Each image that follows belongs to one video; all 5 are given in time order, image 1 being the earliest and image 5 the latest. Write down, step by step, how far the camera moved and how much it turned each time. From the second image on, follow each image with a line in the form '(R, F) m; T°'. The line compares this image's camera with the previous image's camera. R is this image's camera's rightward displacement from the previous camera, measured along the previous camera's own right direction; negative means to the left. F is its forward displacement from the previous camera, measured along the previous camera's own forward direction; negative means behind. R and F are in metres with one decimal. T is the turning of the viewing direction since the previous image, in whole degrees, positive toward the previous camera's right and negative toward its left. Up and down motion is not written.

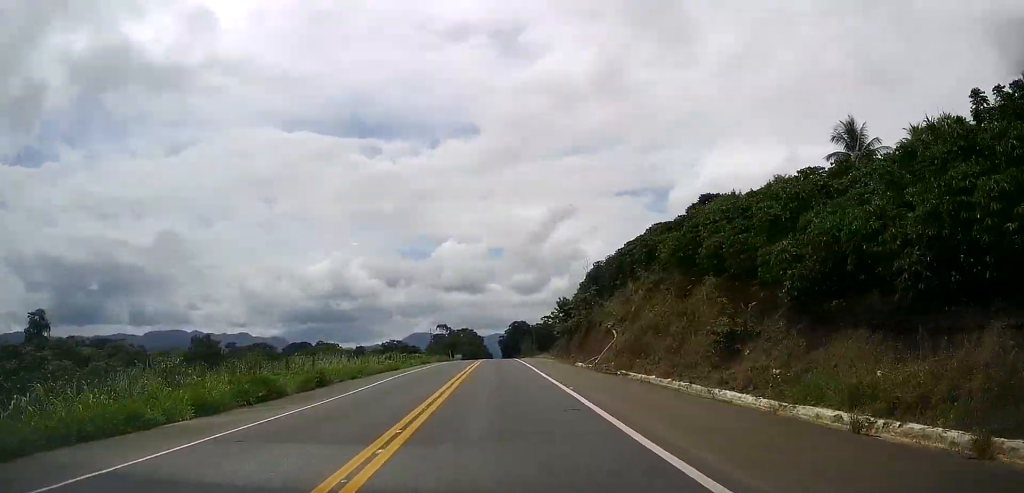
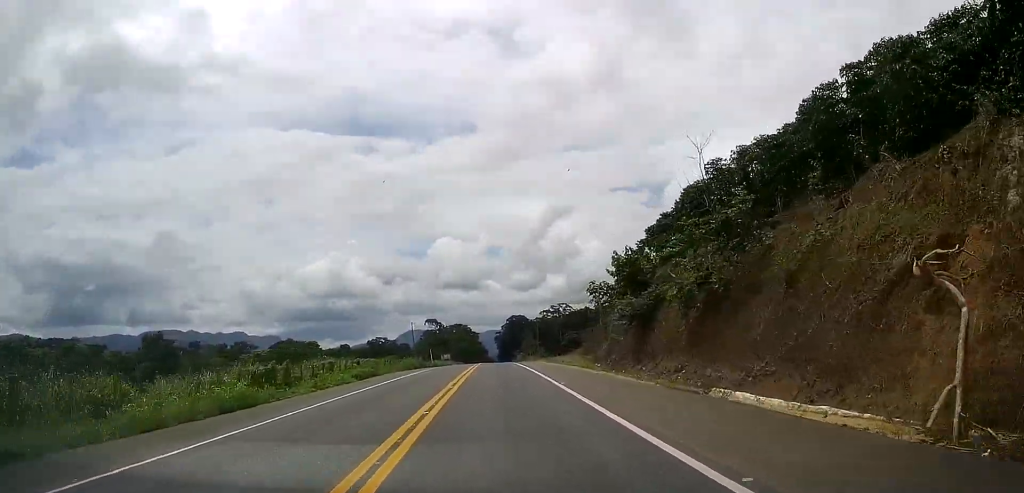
(-0.9, +28.8) m; -2°
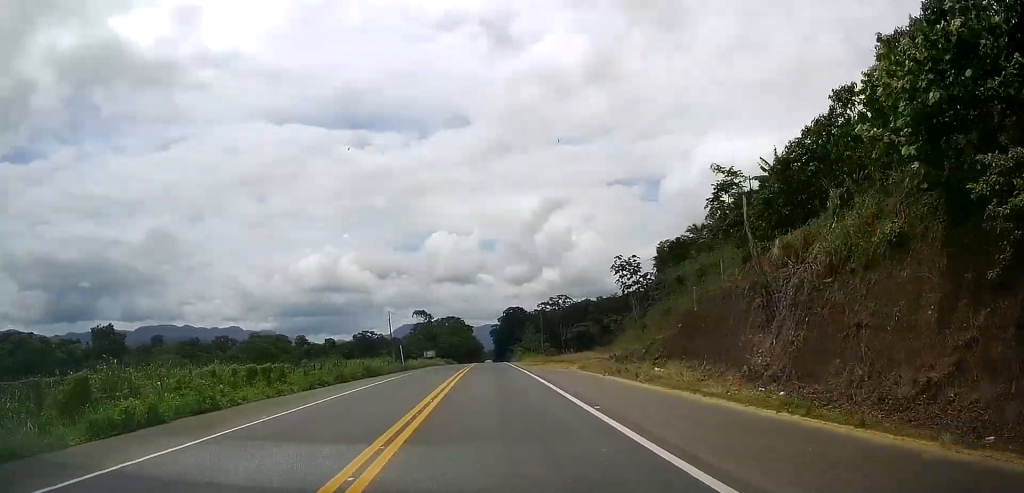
(0.0, +23.3) m; 0°
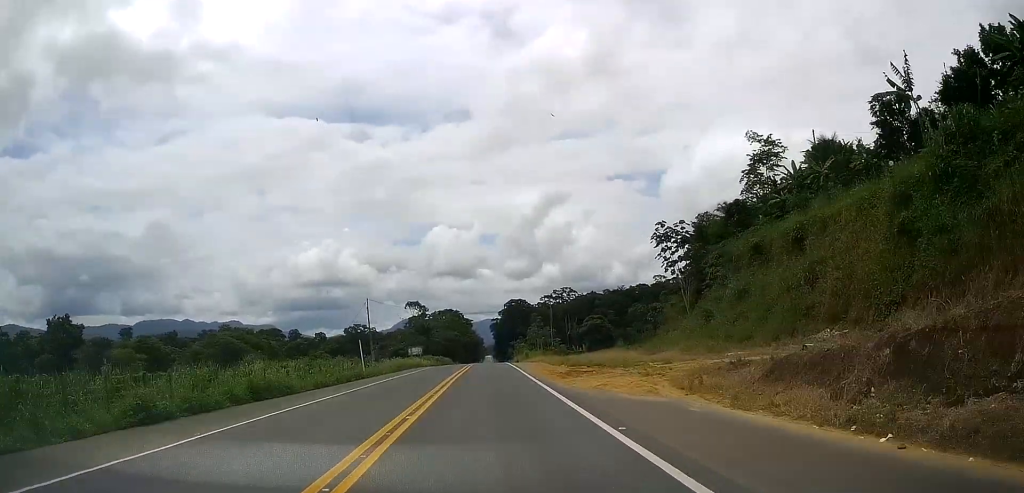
(+0.1, +18.6) m; 0°
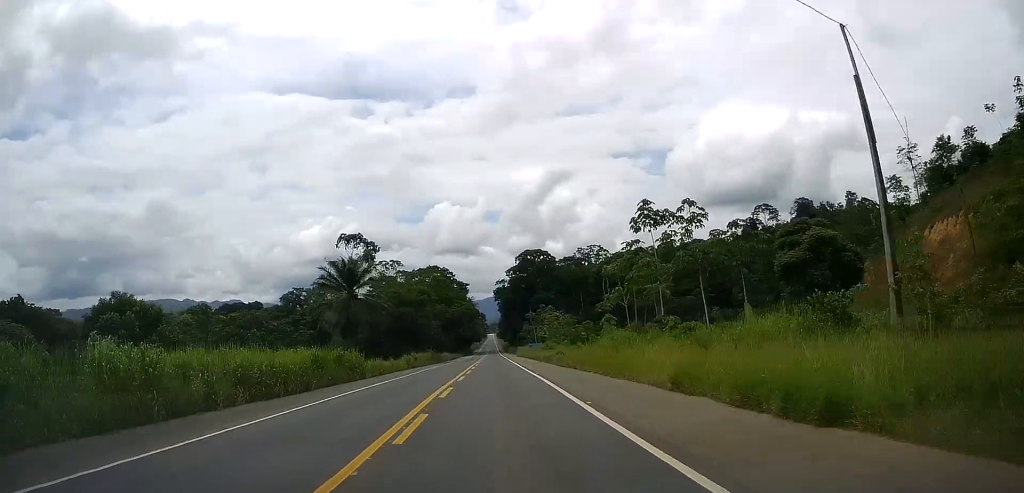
(+0.7, +88.3) m; +1°
